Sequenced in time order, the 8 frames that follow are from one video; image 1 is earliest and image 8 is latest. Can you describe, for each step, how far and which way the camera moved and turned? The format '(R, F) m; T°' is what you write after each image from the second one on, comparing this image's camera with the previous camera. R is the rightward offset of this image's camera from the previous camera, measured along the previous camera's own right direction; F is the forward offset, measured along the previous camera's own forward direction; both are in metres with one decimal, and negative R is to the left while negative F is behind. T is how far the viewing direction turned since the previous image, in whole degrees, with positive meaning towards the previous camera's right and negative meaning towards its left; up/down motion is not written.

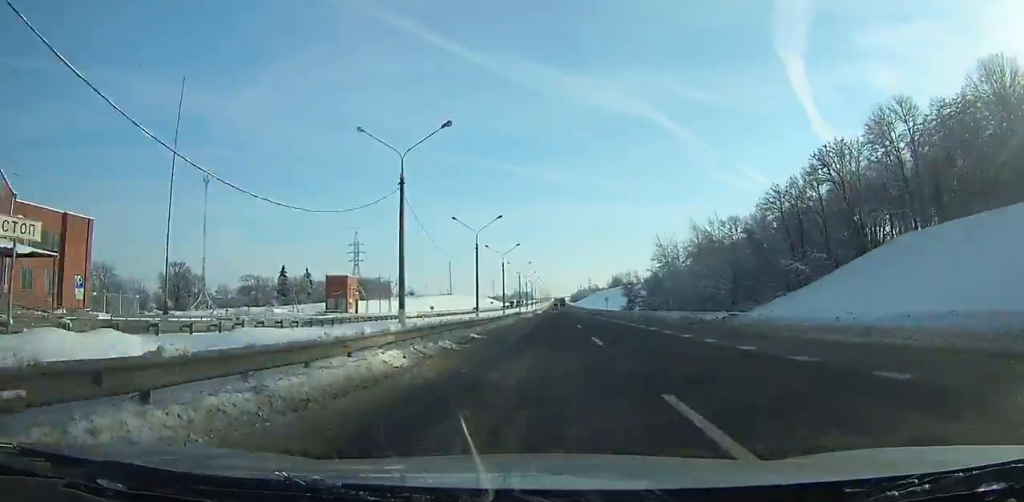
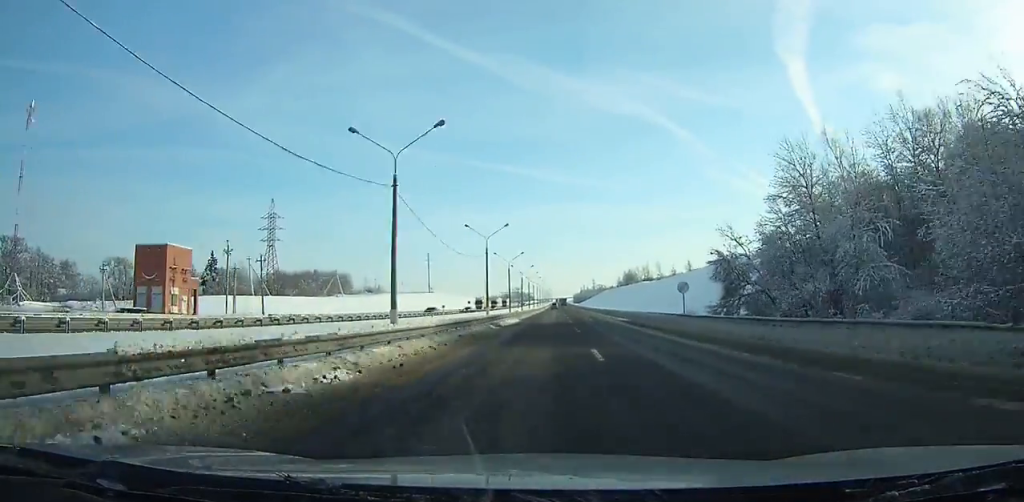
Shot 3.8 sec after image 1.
(+0.3, +72.0) m; 0°
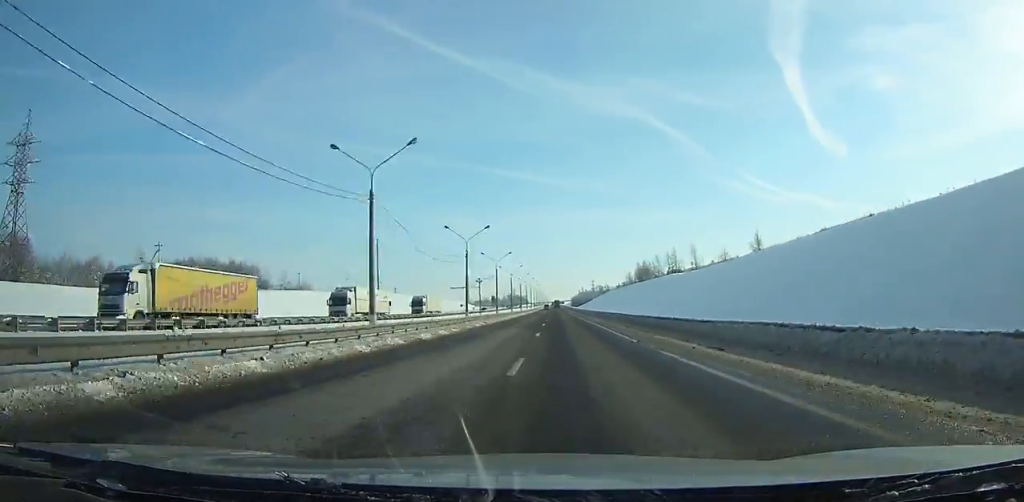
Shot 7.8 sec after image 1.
(+0.2, +83.7) m; 0°
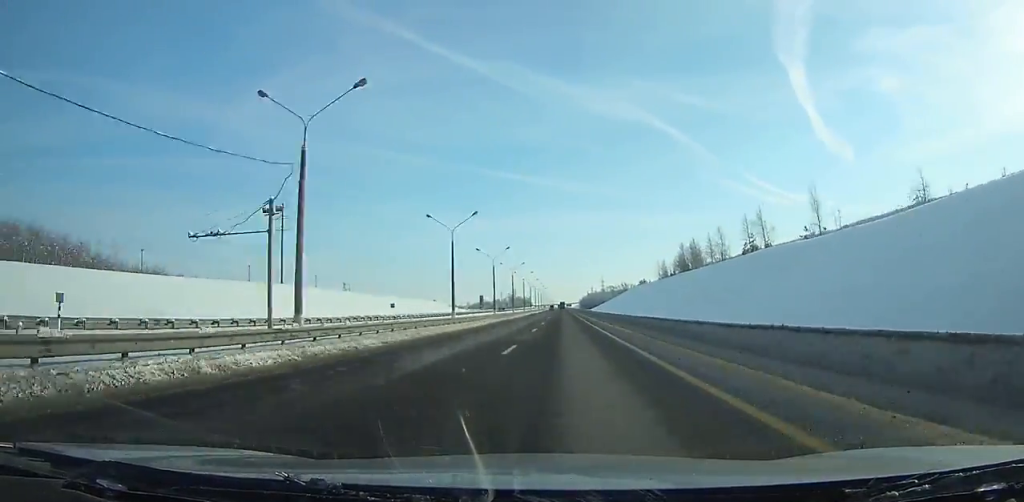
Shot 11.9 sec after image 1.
(-0.5, +92.0) m; 0°
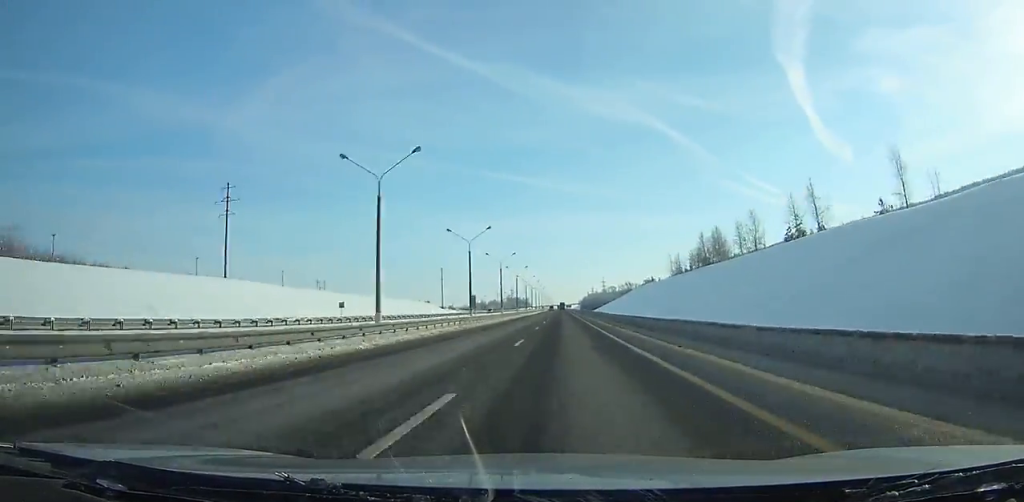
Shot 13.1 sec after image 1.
(-0.1, +28.0) m; 0°
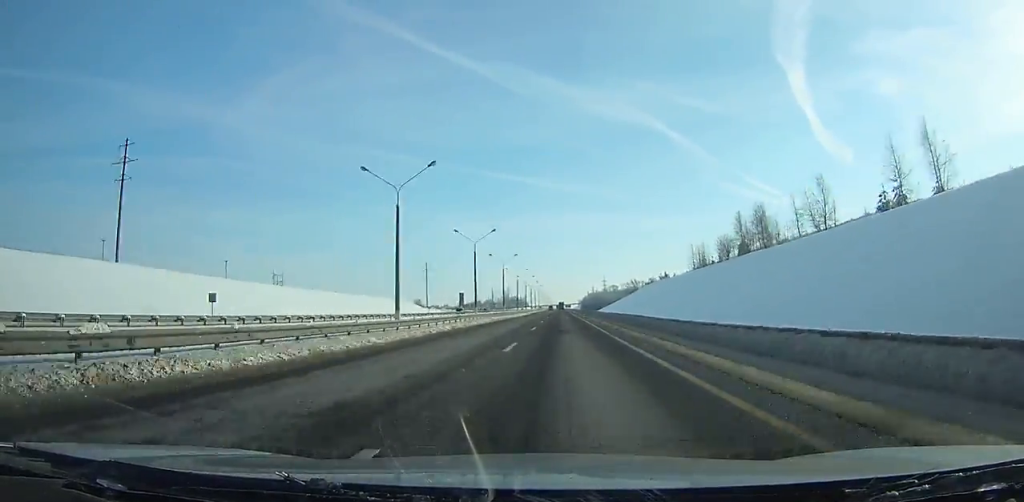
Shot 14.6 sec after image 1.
(0.0, +35.8) m; 0°
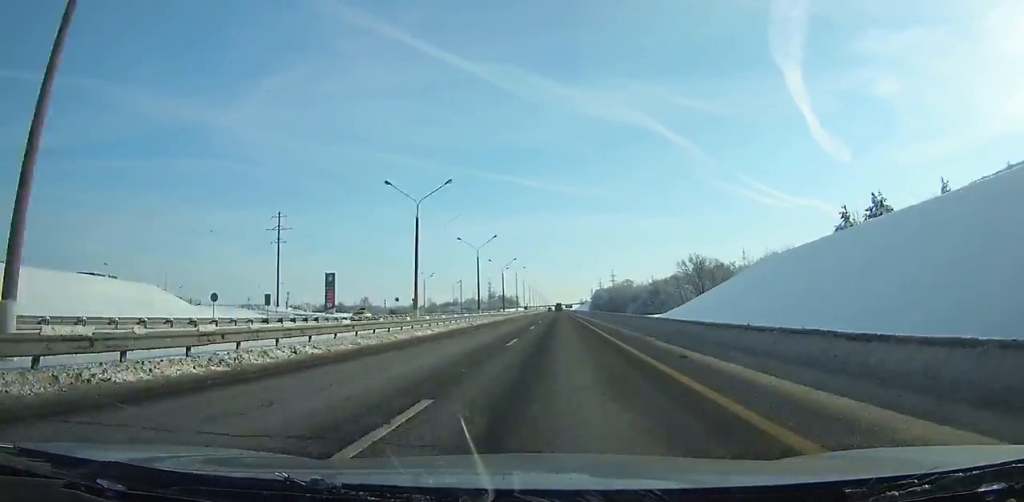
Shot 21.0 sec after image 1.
(+0.6, +158.1) m; 0°
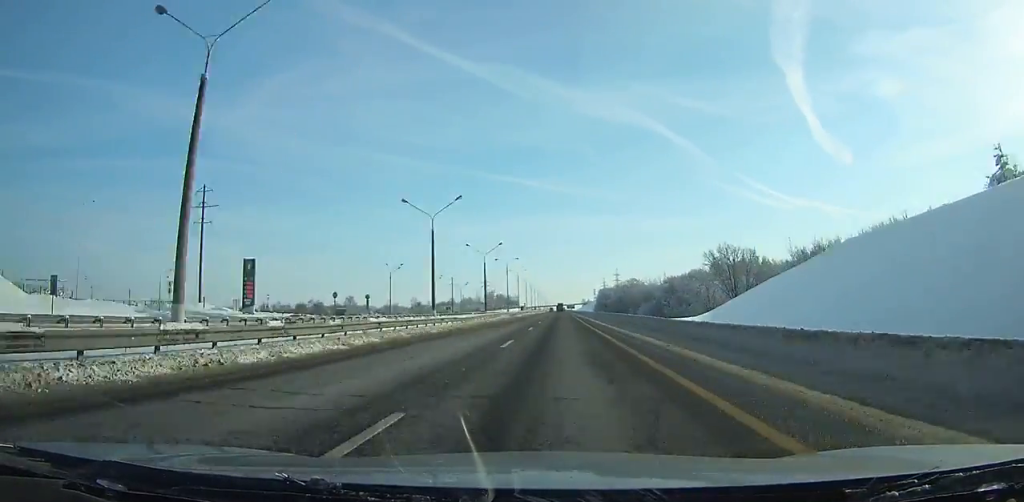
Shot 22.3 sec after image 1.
(0.0, +33.0) m; 0°
